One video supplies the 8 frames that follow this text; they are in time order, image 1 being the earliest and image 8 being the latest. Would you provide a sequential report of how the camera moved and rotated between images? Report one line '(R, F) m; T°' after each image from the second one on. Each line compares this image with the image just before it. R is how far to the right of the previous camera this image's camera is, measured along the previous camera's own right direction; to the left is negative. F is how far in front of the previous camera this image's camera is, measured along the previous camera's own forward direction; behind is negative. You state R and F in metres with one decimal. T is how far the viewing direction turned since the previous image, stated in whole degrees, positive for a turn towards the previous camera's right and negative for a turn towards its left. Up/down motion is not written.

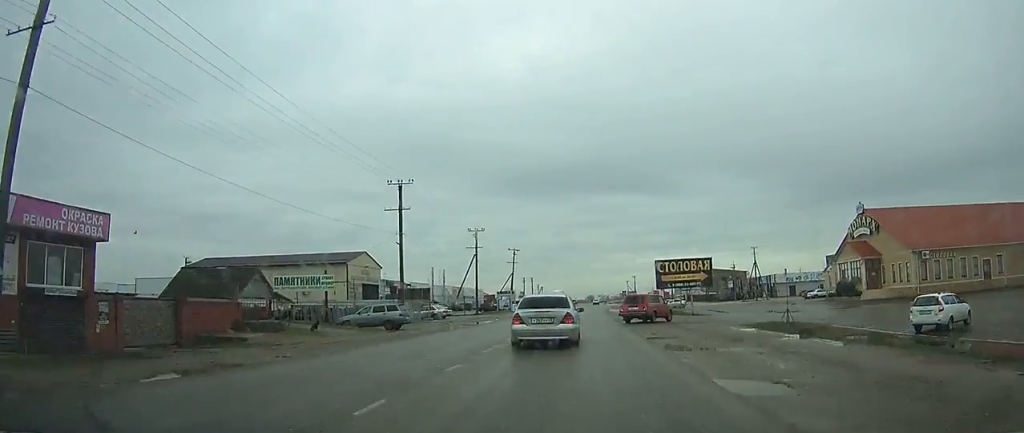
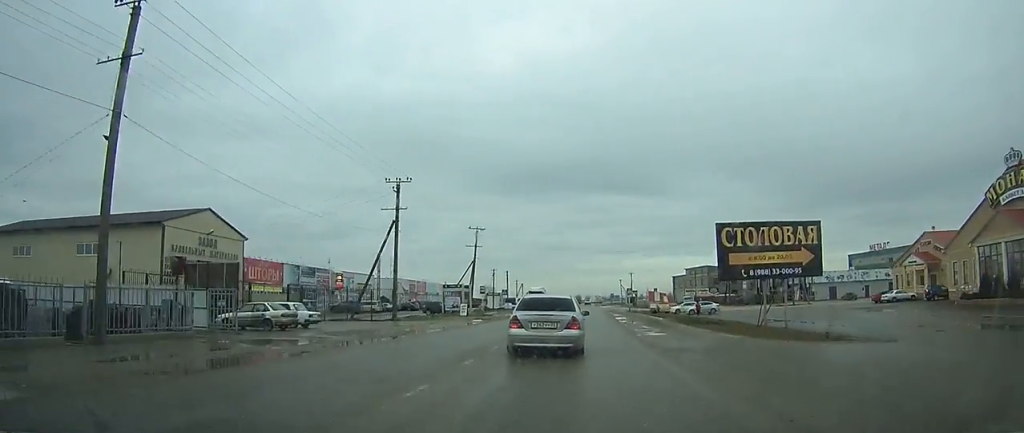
(+0.4, +31.8) m; +1°
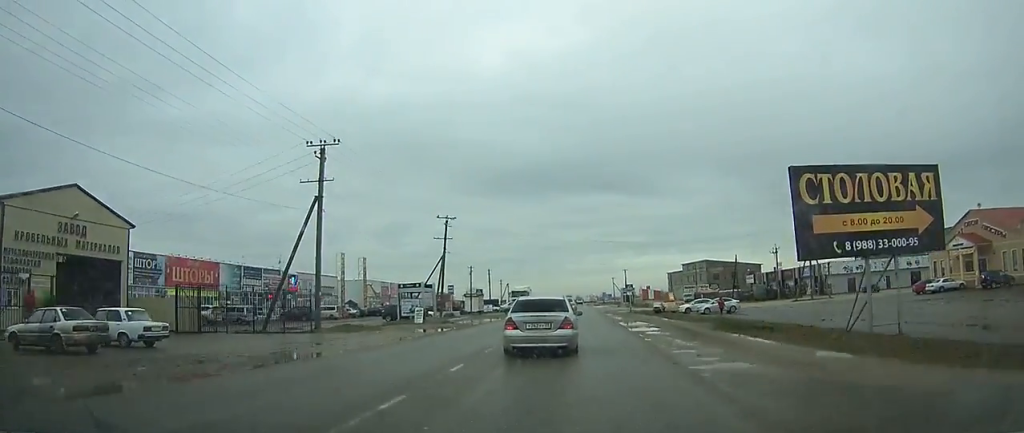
(0.0, +13.0) m; +1°
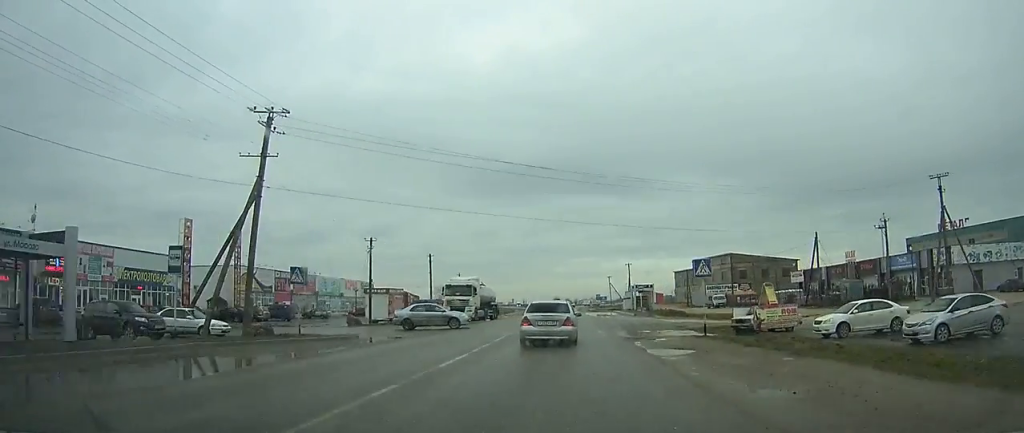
(+0.3, +39.8) m; 0°
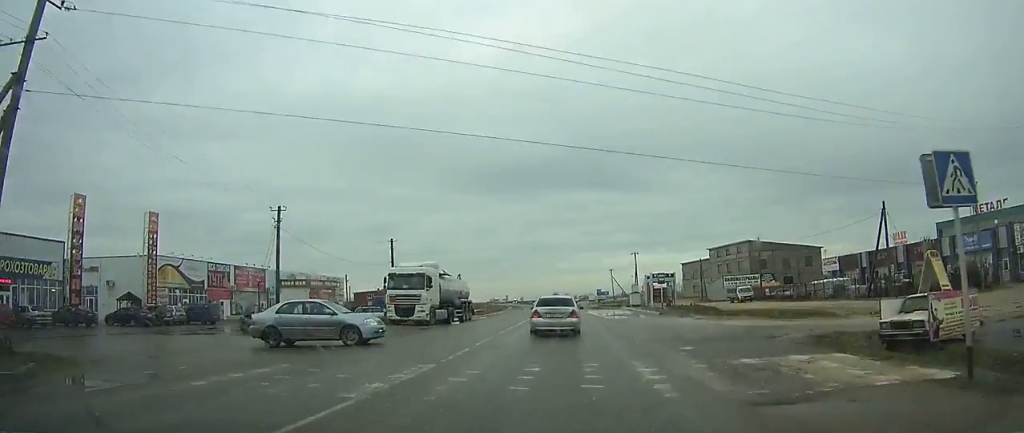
(+0.1, +15.5) m; 0°
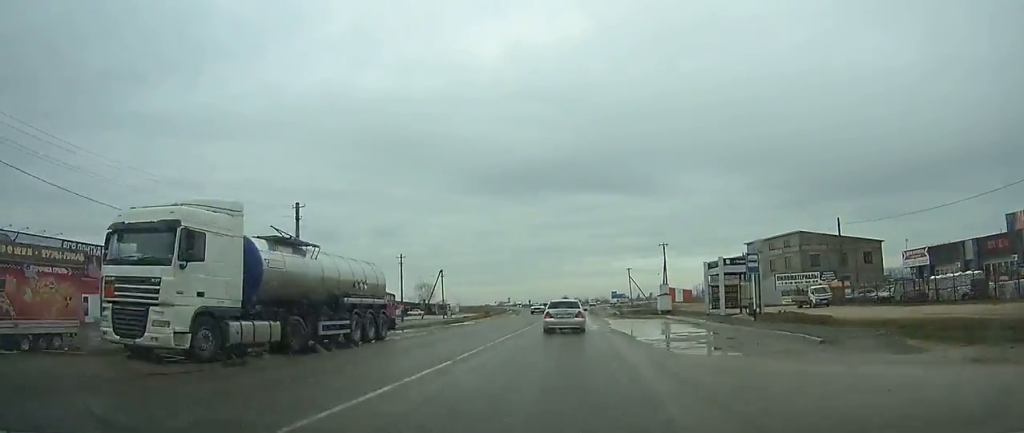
(-0.3, +23.3) m; -1°
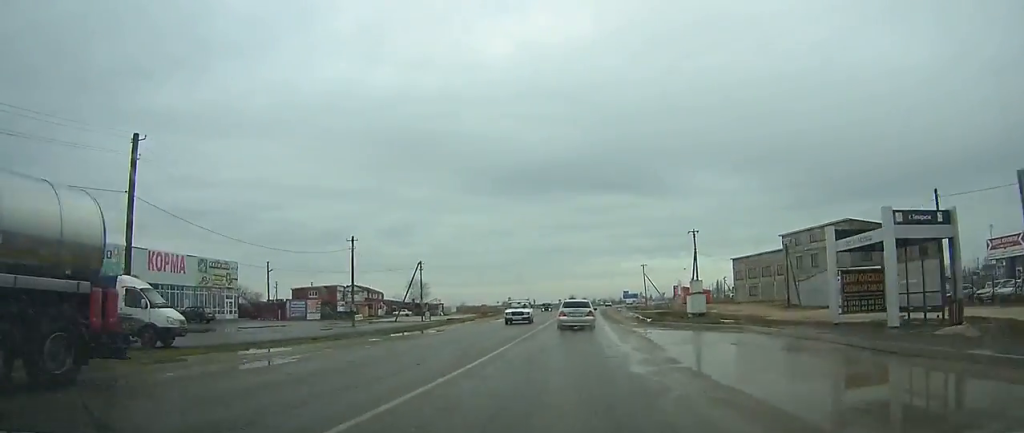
(-0.1, +16.6) m; 0°
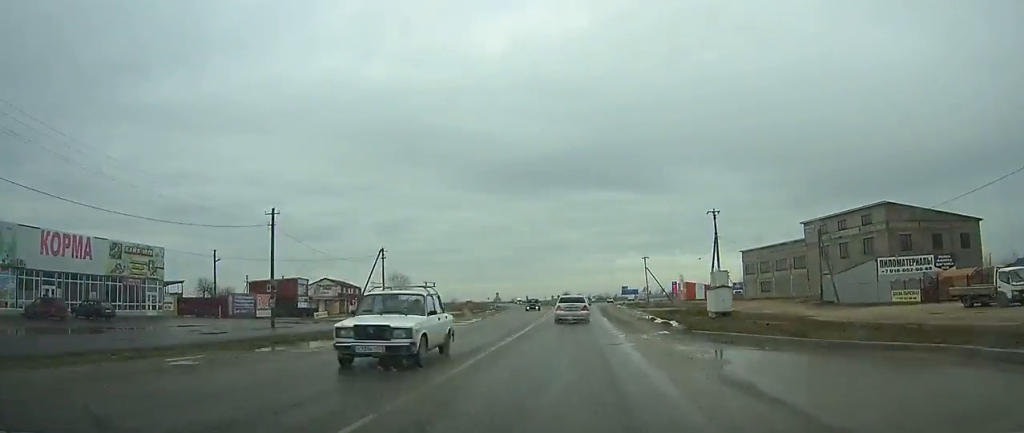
(-0.1, +12.8) m; 0°
